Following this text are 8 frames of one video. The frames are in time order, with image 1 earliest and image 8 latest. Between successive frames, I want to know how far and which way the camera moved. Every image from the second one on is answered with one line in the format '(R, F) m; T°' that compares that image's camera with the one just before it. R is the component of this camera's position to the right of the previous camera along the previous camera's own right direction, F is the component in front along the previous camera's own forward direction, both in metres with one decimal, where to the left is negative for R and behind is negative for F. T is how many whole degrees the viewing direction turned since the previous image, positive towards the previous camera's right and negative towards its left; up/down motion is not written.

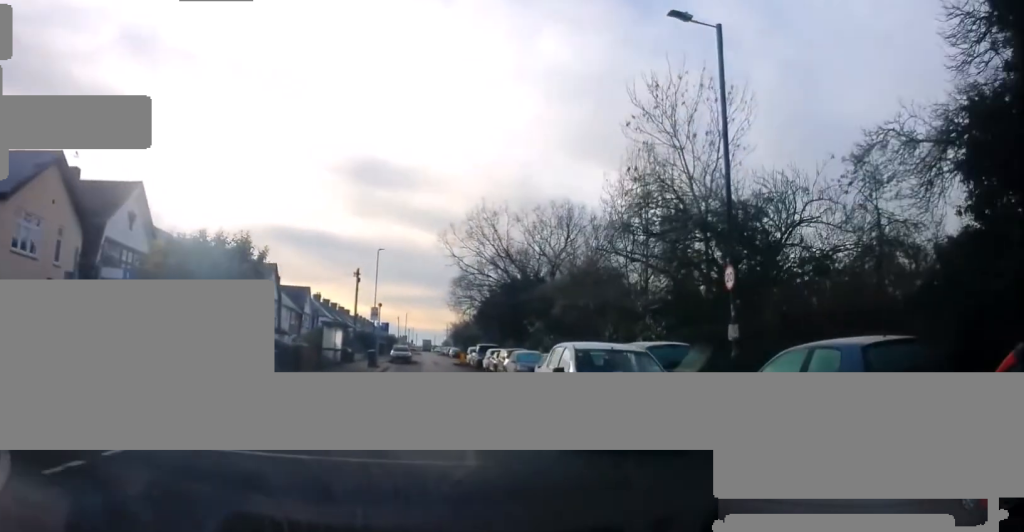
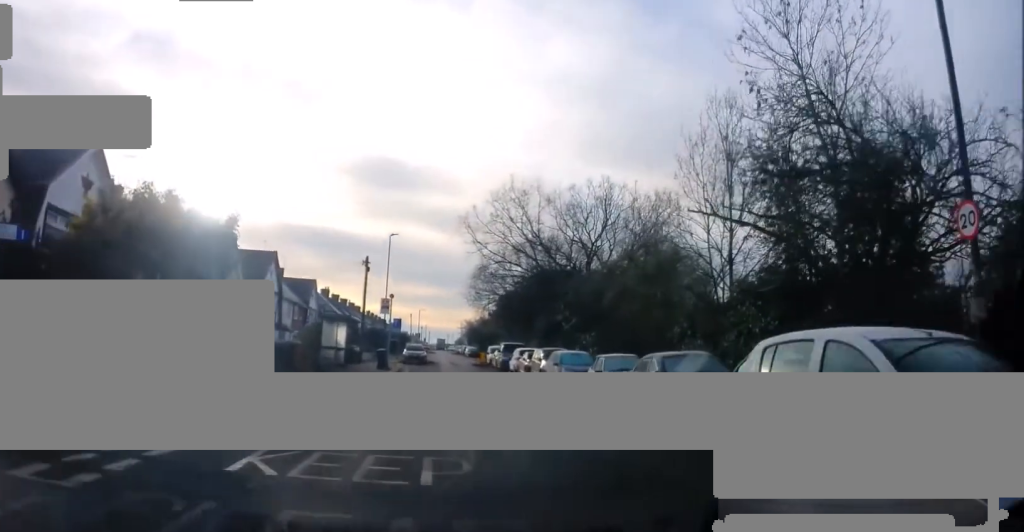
(+0.4, +6.3) m; +3°
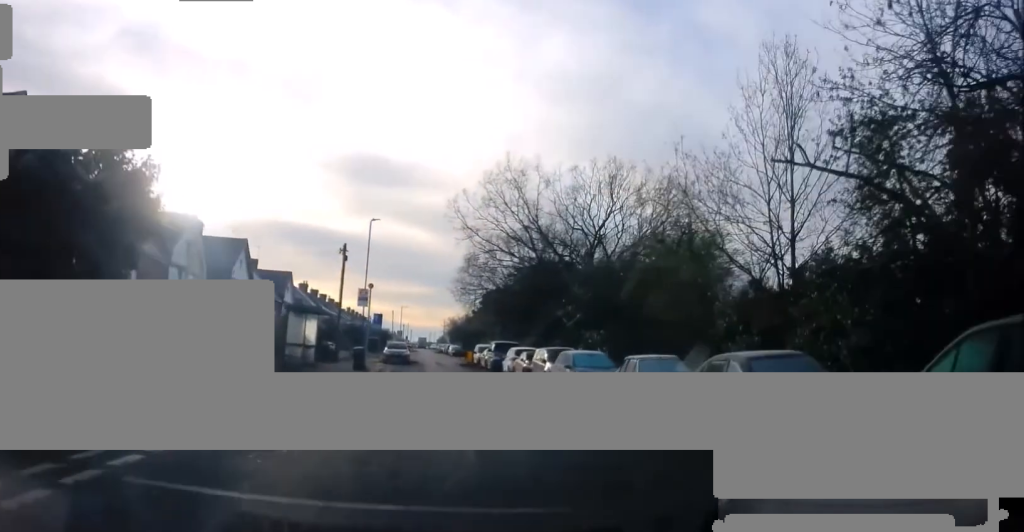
(0.0, +4.5) m; 0°
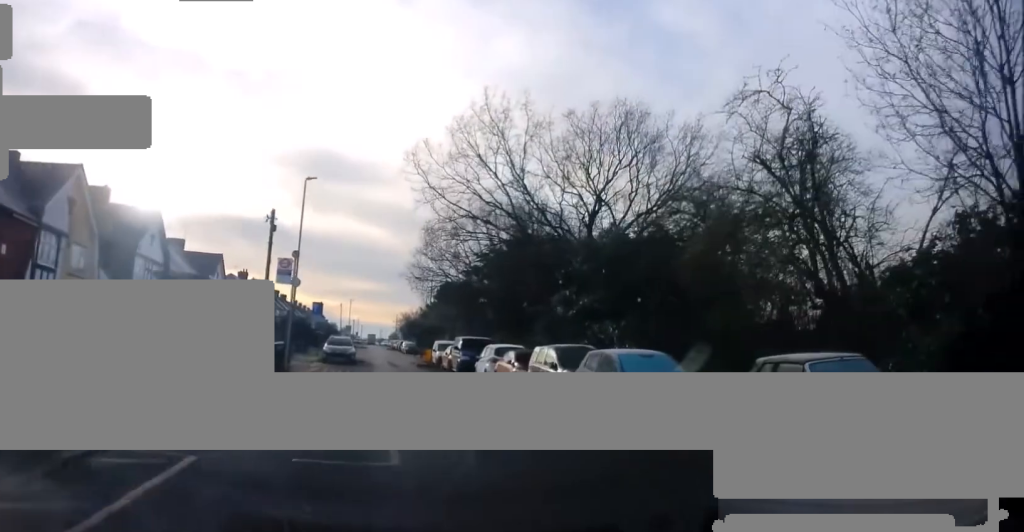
(+0.1, +8.9) m; +1°
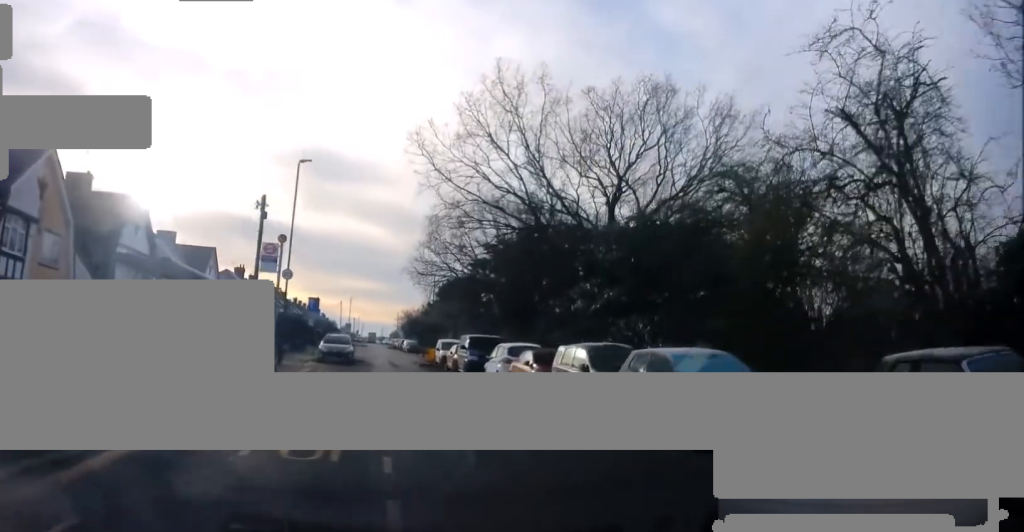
(0.0, +2.8) m; 0°
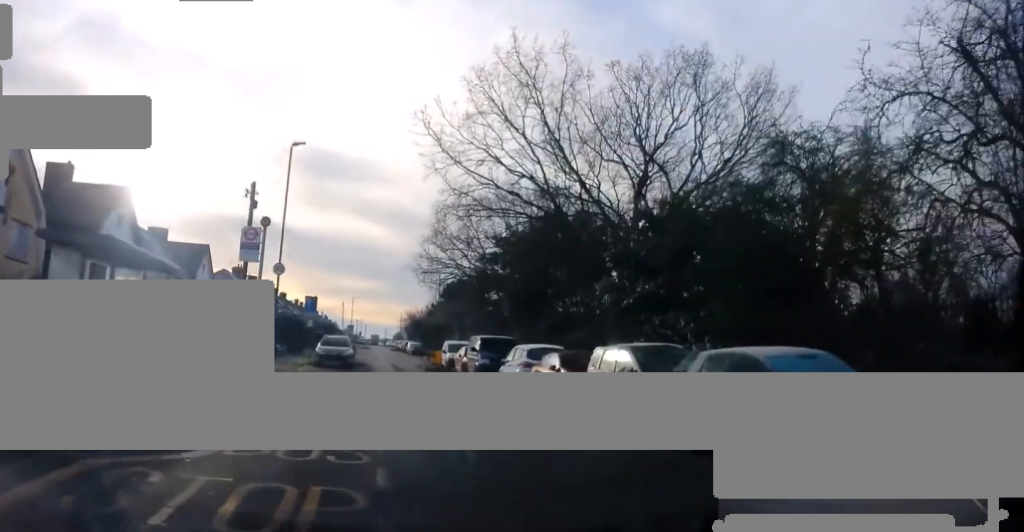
(0.0, +2.8) m; 0°
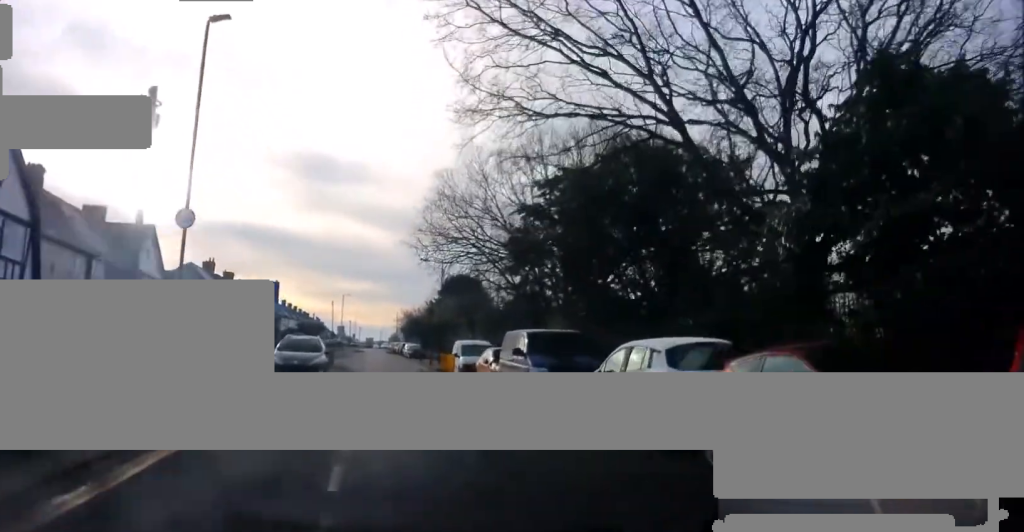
(0.0, +11.0) m; 0°
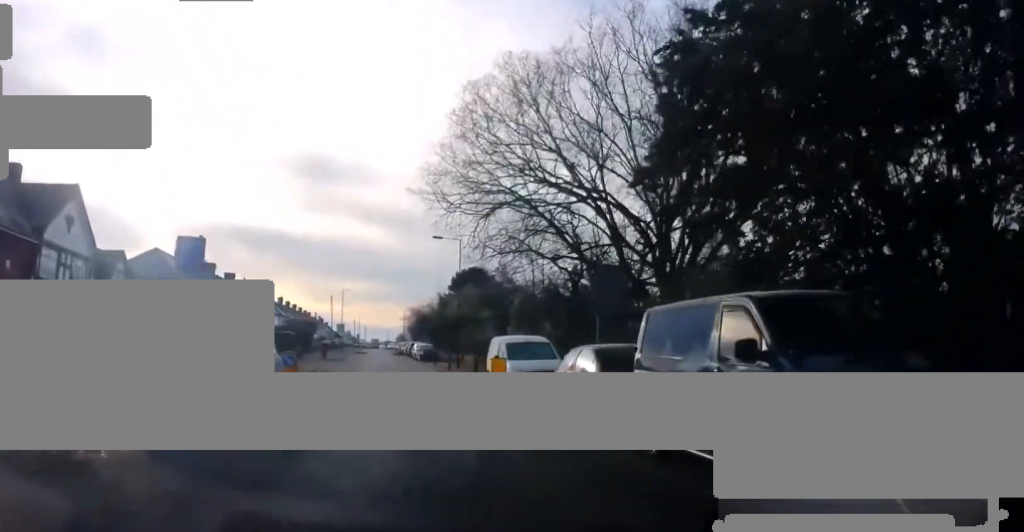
(0.0, +11.0) m; -1°
